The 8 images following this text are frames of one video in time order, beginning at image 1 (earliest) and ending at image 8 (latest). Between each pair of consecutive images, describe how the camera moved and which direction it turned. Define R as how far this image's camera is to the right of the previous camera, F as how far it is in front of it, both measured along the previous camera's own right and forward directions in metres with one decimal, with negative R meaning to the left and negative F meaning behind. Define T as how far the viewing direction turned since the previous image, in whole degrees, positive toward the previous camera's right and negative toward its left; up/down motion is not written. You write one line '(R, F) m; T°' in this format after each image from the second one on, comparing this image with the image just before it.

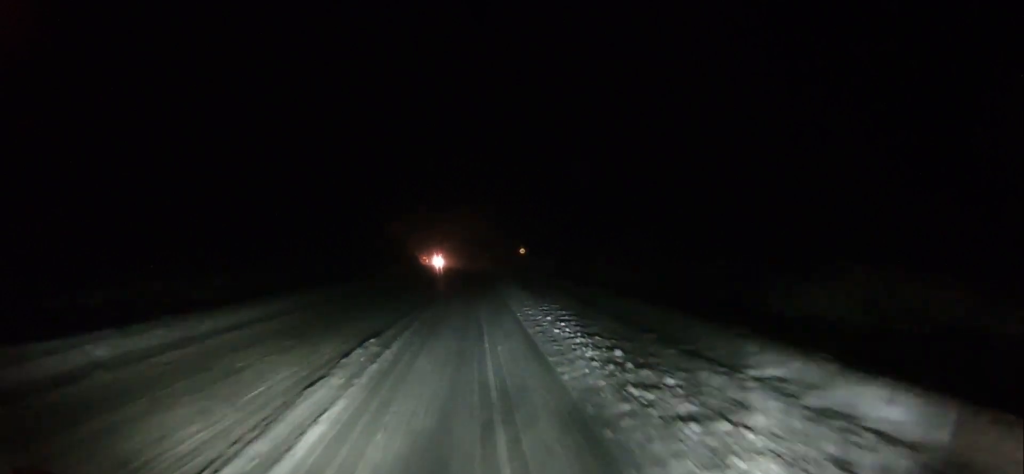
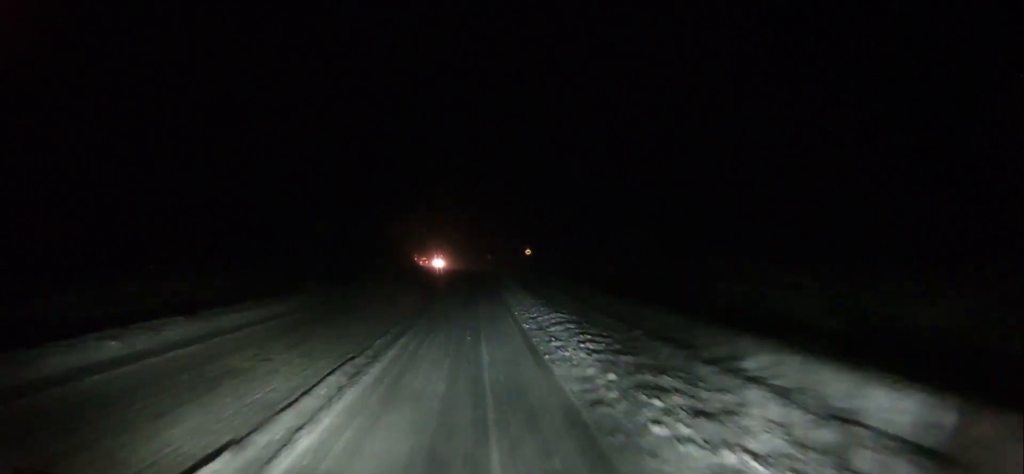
(-0.1, +11.5) m; 0°
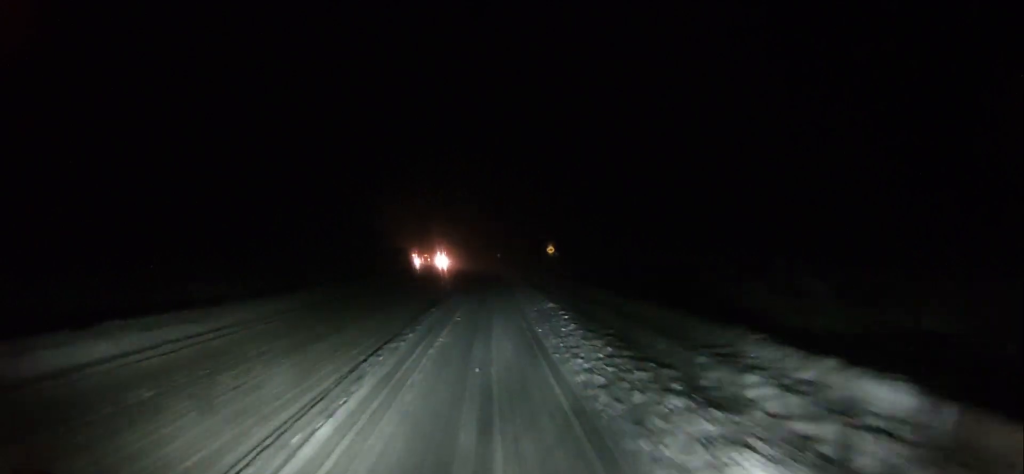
(-0.1, +27.9) m; -1°
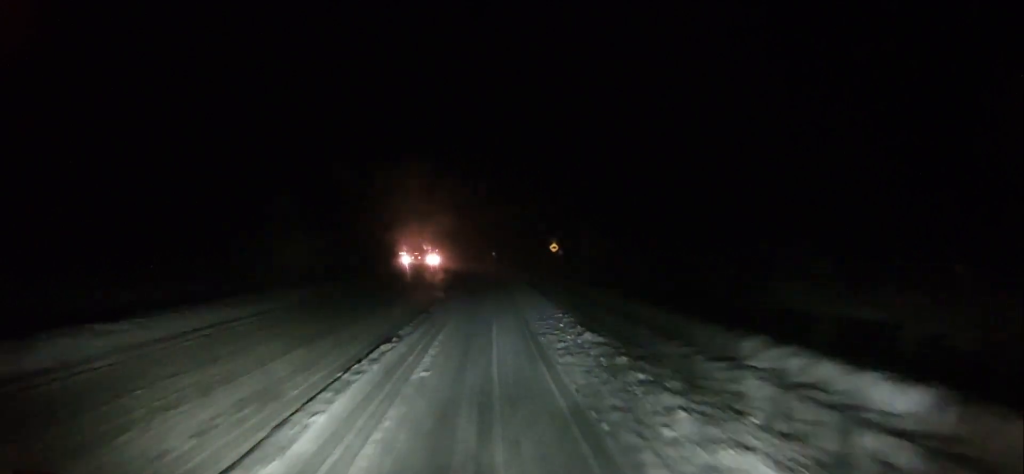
(-0.1, +13.0) m; 0°
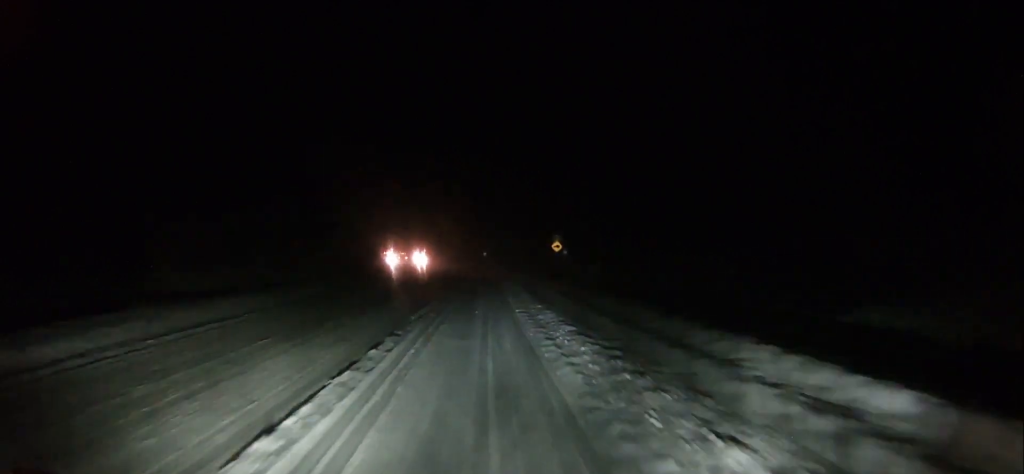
(0.0, +13.5) m; +1°
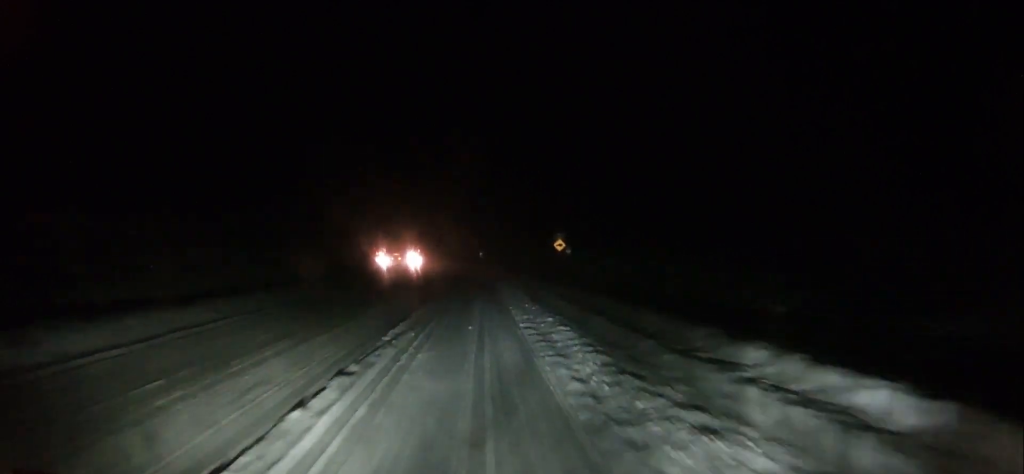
(+0.1, +6.5) m; +1°
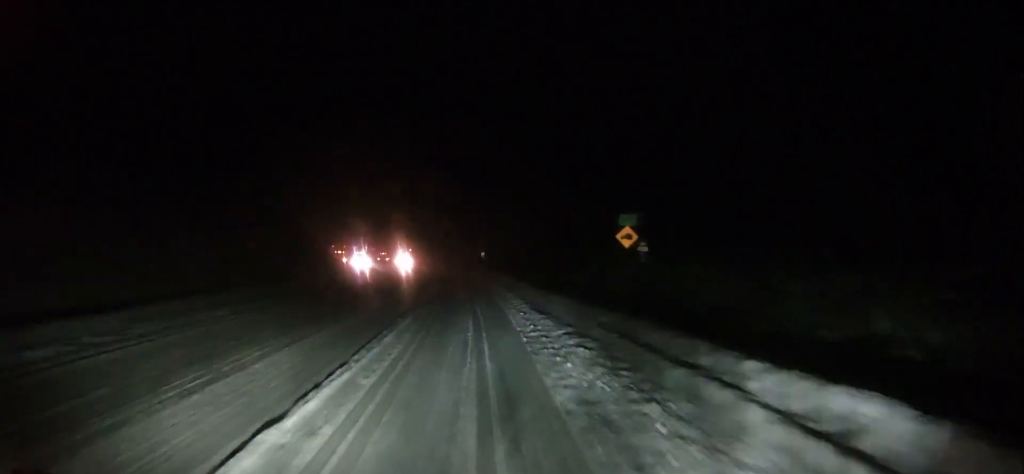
(+0.3, +30.9) m; +1°
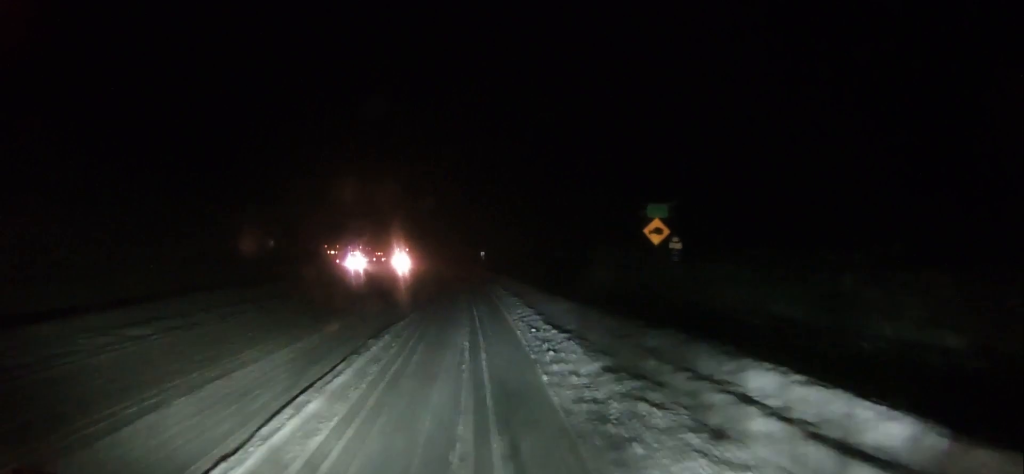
(0.0, +6.4) m; 0°
